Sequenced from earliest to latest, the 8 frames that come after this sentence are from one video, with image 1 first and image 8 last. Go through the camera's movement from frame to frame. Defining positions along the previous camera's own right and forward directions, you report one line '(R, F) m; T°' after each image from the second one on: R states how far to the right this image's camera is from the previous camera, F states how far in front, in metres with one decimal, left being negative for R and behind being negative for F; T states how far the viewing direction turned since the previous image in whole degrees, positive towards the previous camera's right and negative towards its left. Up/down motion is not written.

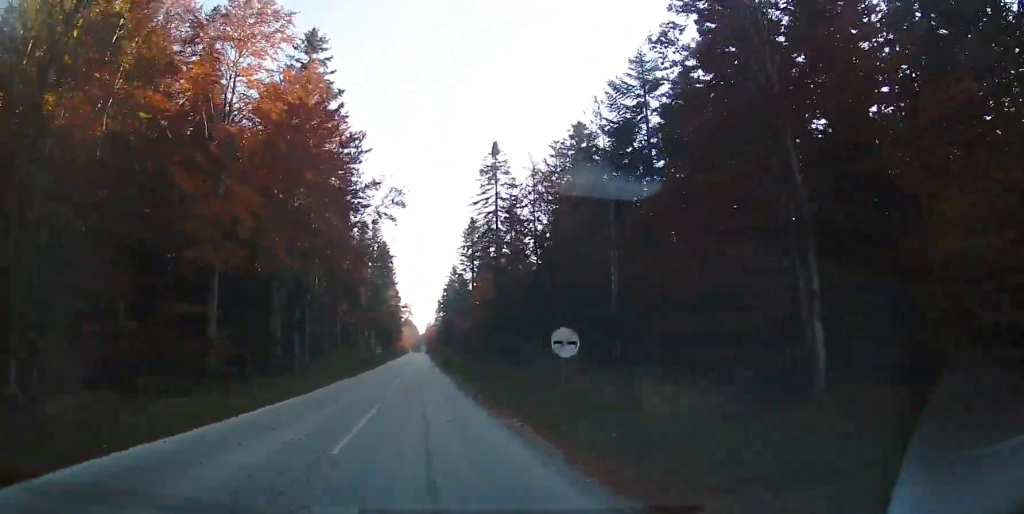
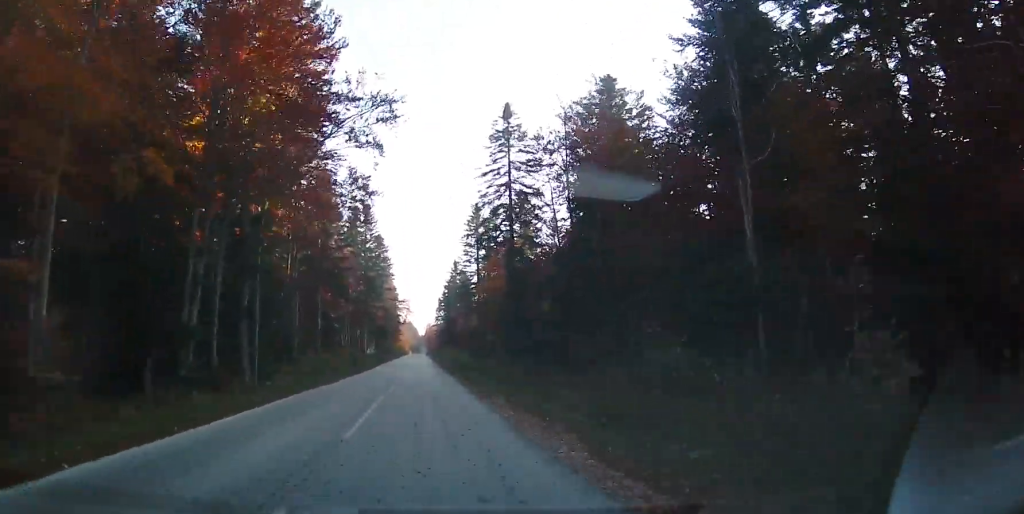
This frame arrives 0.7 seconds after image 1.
(-0.2, +13.5) m; 0°
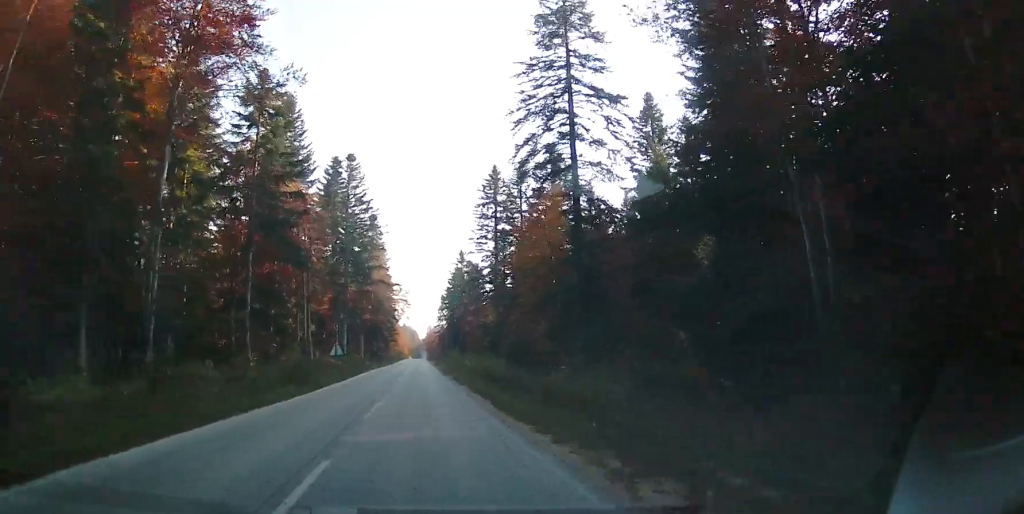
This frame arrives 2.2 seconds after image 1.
(+0.2, +27.3) m; 0°
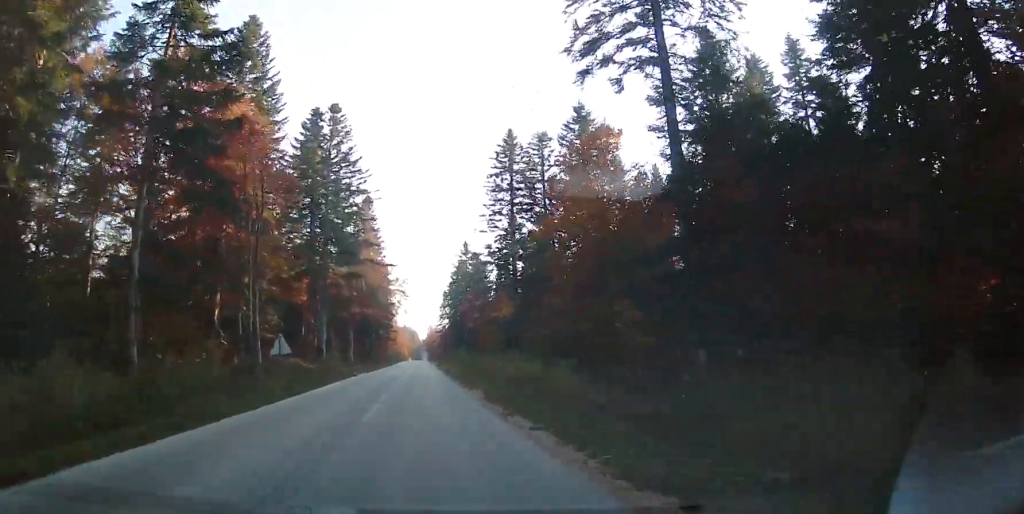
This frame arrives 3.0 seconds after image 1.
(-0.1, +16.1) m; 0°
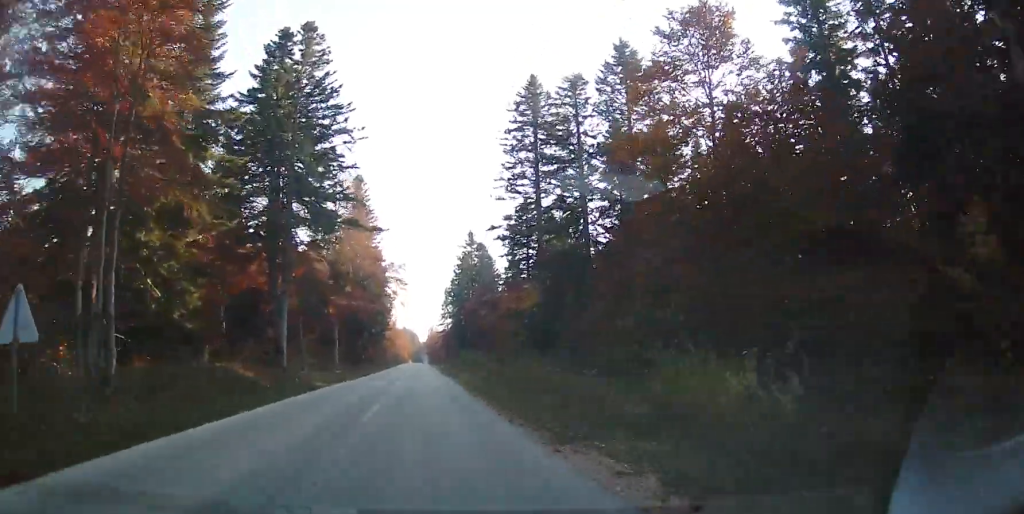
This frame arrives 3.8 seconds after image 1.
(+0.2, +16.3) m; 0°
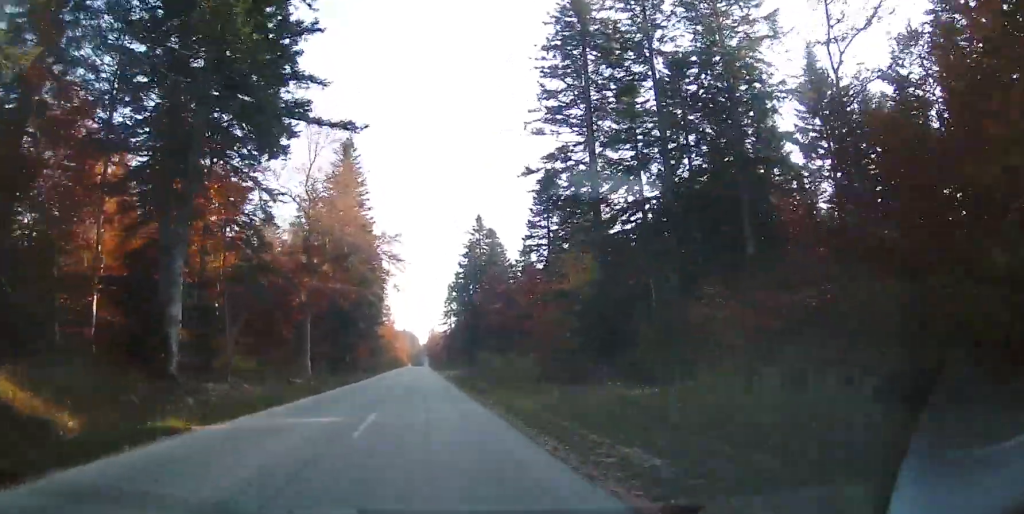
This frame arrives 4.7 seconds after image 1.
(-0.3, +17.7) m; 0°
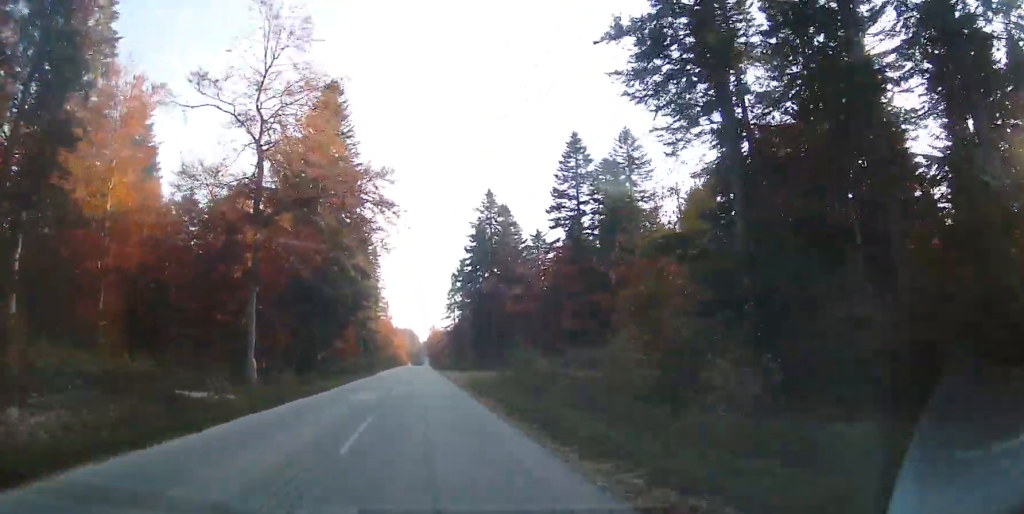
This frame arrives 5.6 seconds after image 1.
(+0.3, +17.6) m; 0°
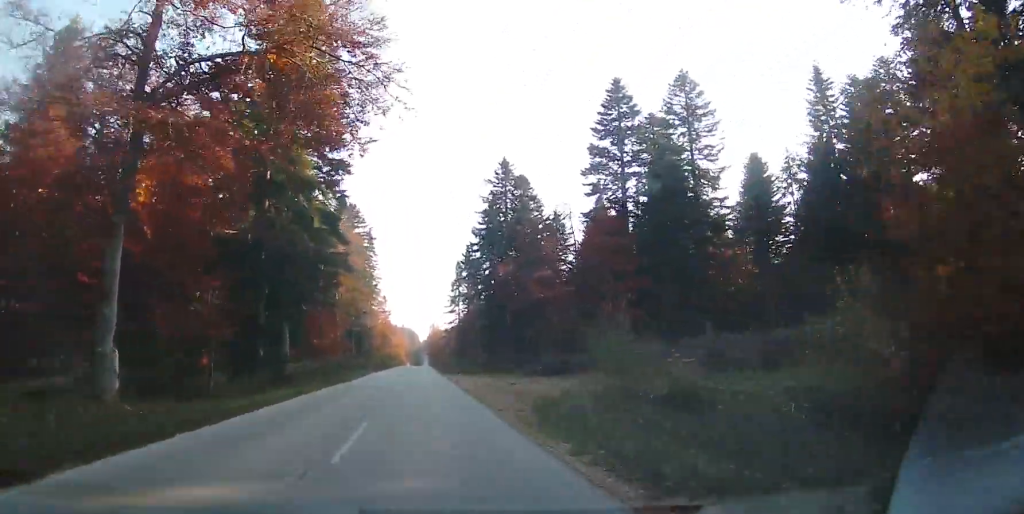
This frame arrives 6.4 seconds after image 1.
(-0.3, +16.8) m; -1°
